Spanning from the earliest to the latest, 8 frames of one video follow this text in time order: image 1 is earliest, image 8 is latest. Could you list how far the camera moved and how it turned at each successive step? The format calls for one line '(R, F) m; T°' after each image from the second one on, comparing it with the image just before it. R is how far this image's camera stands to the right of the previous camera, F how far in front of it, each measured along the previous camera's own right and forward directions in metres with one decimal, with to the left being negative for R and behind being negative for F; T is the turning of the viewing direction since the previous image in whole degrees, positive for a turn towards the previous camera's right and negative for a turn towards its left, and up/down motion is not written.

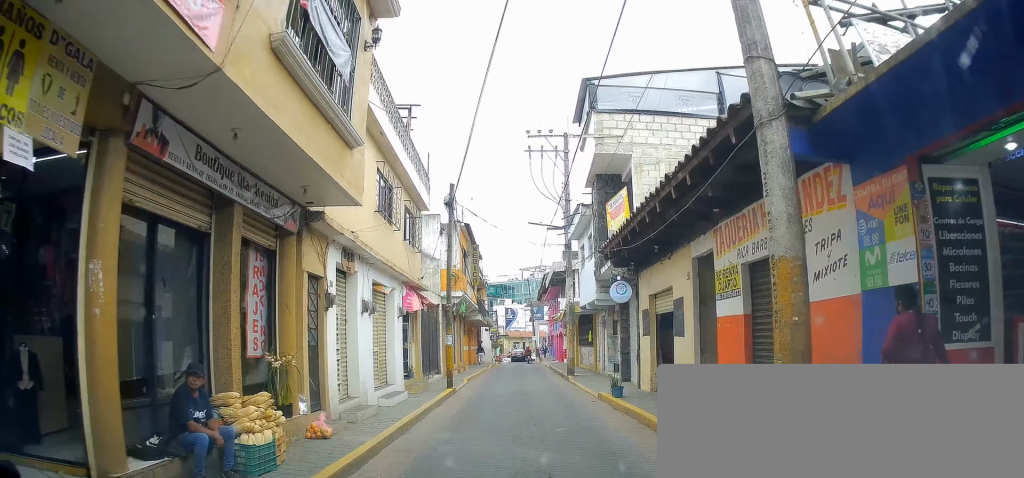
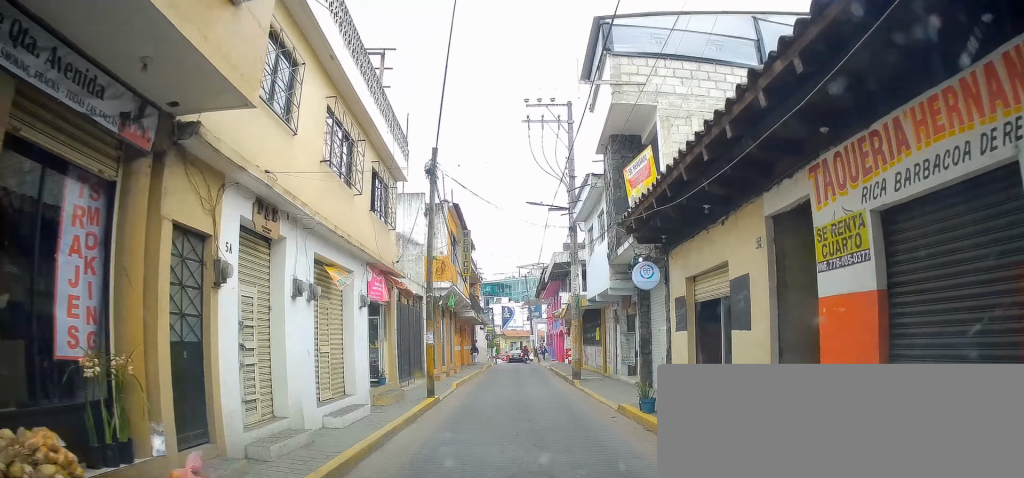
(0.0, +3.3) m; 0°
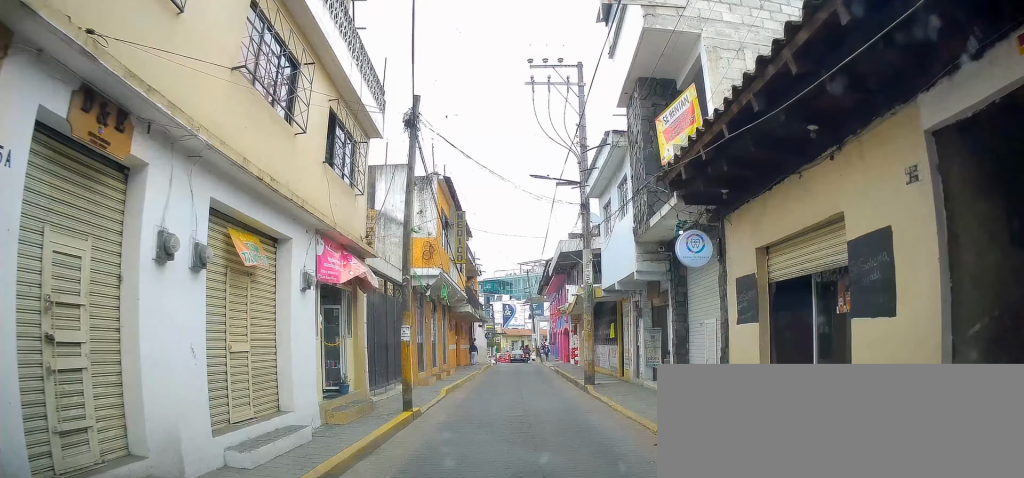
(0.0, +3.4) m; -1°
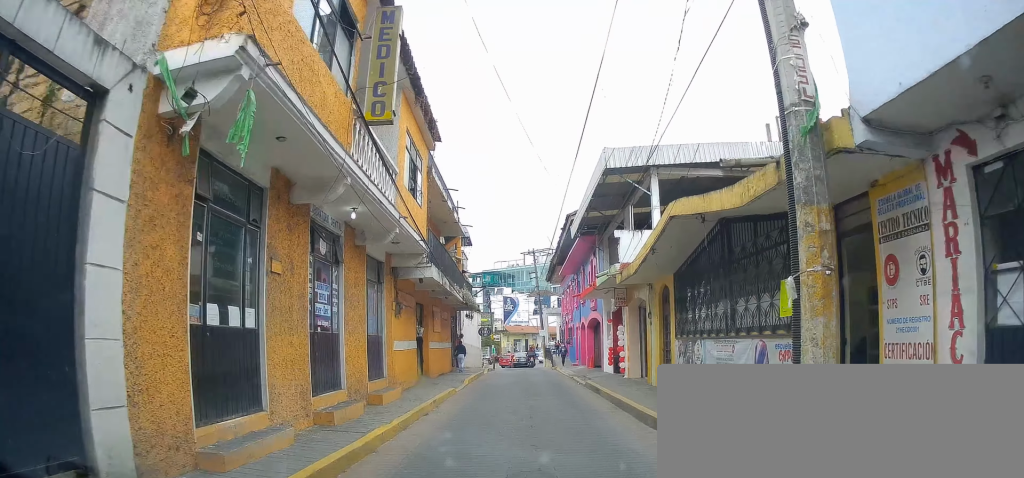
(-0.6, +13.2) m; -3°
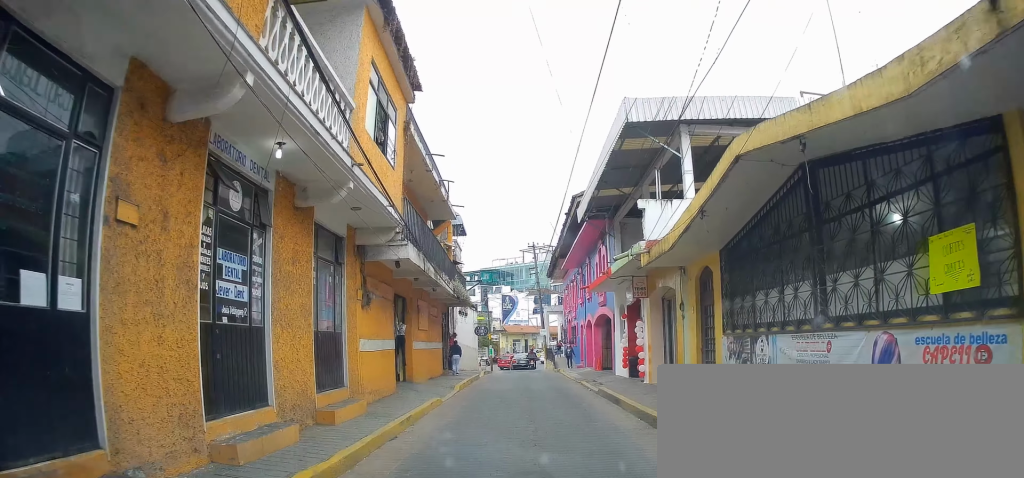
(0.0, +3.2) m; 0°
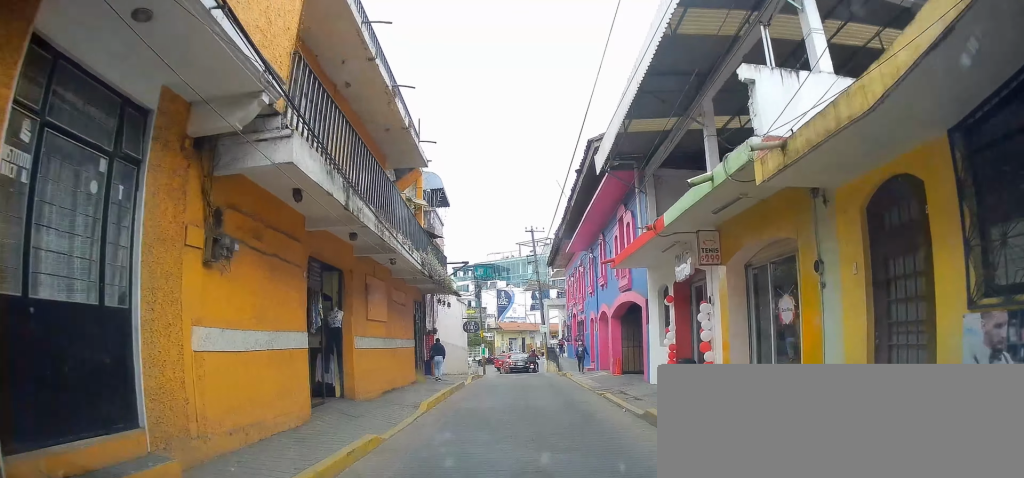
(0.0, +6.1) m; +1°
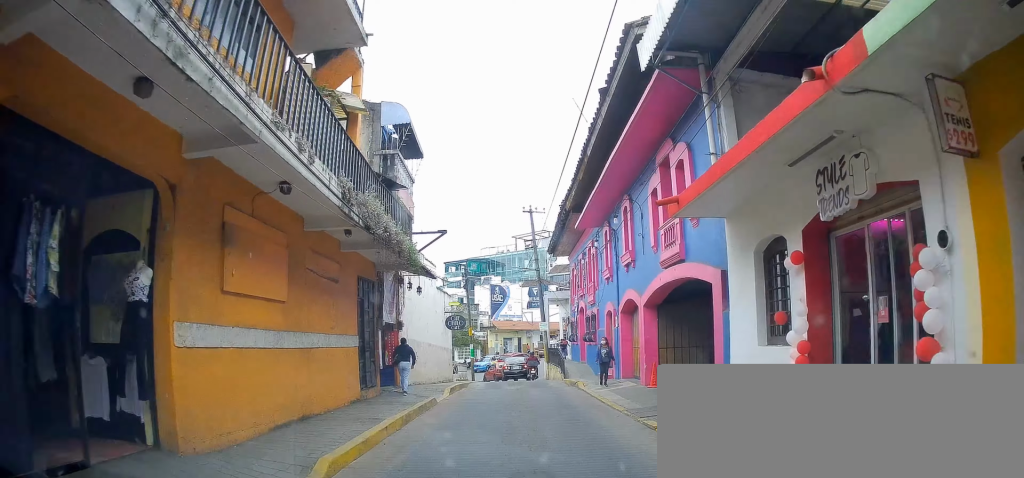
(+0.1, +6.3) m; +2°
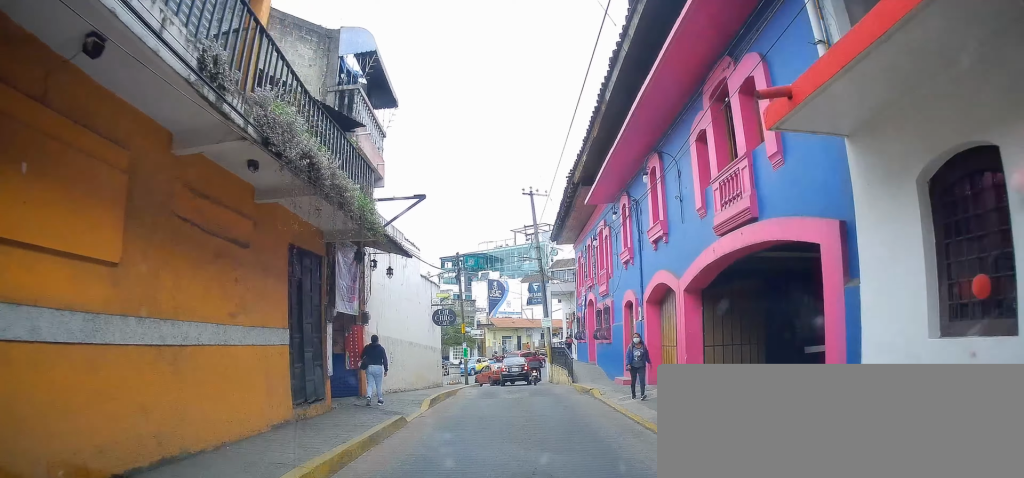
(0.0, +4.2) m; +1°
